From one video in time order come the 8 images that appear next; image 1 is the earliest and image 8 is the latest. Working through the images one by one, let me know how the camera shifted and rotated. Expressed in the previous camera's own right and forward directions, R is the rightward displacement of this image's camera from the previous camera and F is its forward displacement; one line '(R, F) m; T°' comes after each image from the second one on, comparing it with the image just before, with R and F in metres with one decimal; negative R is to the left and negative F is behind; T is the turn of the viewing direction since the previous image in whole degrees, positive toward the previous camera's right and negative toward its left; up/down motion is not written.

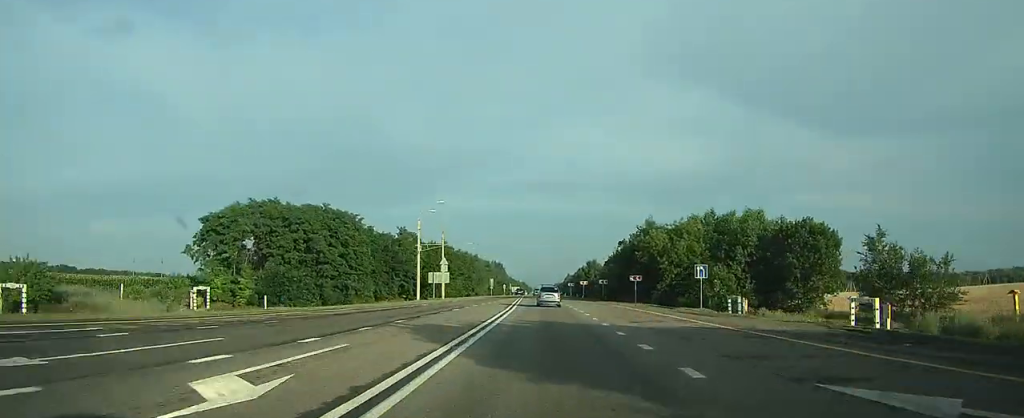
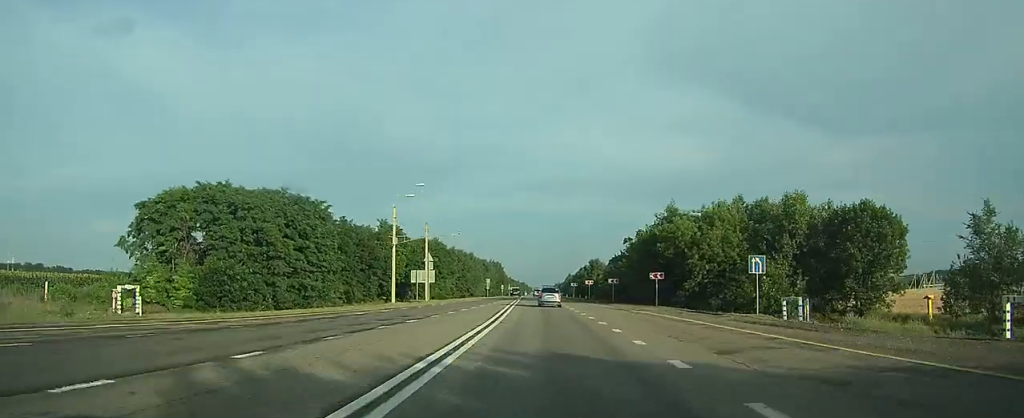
(0.0, +10.8) m; 0°
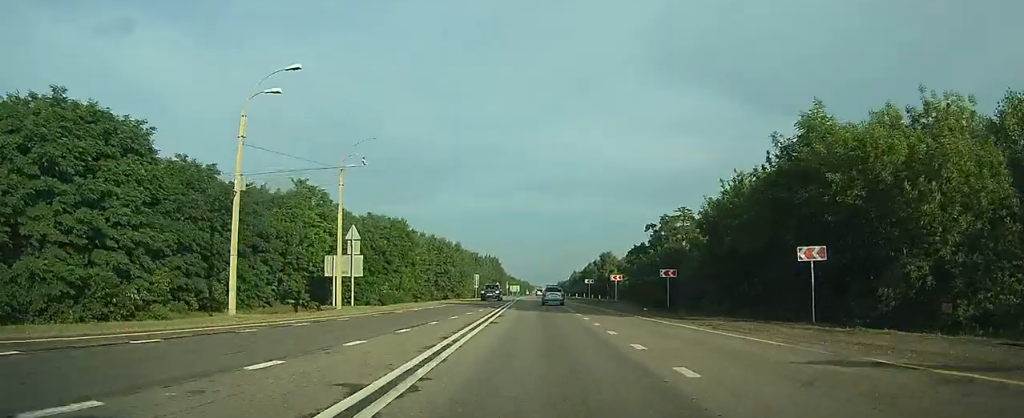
(-0.2, +28.6) m; 0°
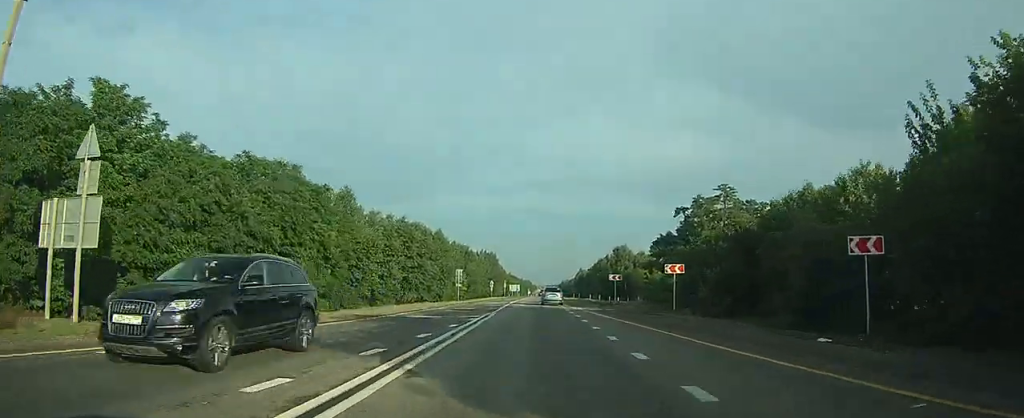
(+0.1, +25.1) m; 0°
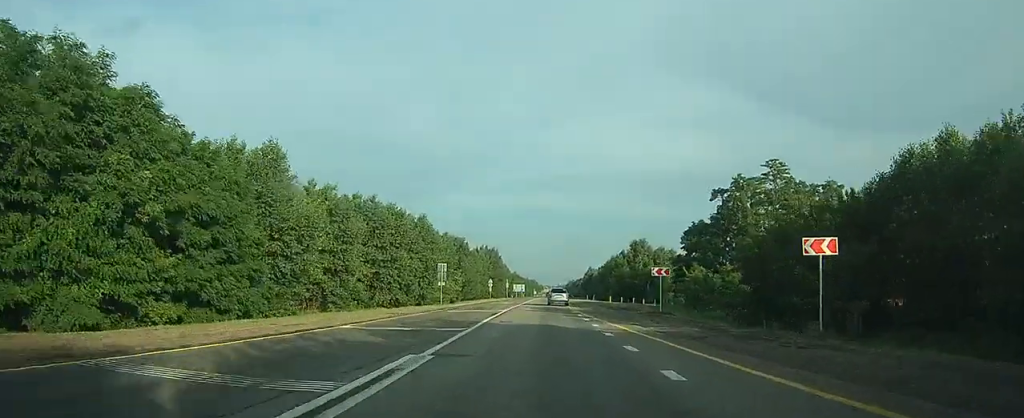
(-0.1, +17.9) m; 0°
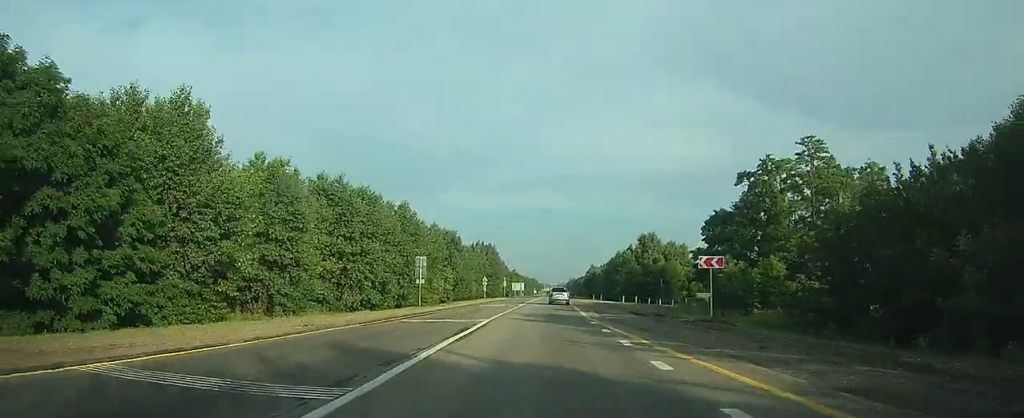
(0.0, +10.8) m; 0°
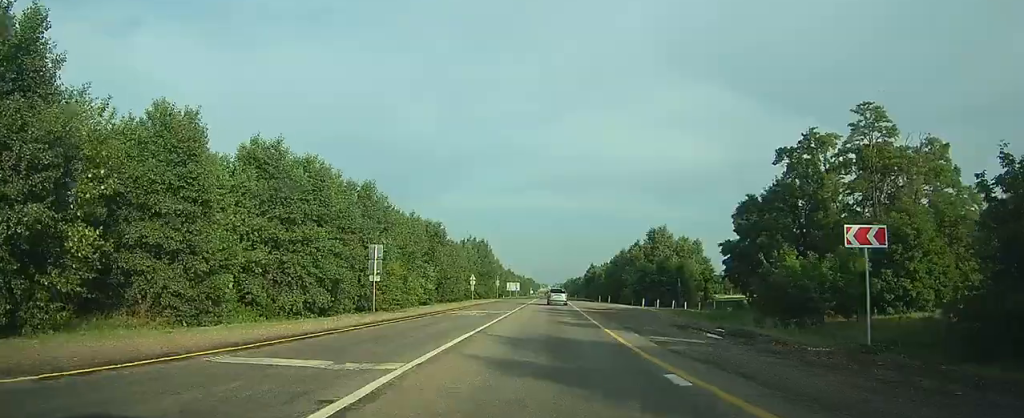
(0.0, +12.9) m; 0°
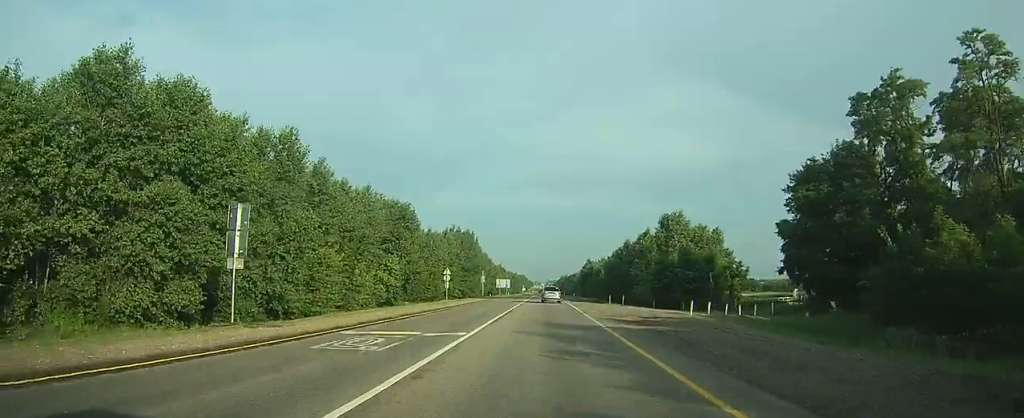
(0.0, +16.7) m; 0°
